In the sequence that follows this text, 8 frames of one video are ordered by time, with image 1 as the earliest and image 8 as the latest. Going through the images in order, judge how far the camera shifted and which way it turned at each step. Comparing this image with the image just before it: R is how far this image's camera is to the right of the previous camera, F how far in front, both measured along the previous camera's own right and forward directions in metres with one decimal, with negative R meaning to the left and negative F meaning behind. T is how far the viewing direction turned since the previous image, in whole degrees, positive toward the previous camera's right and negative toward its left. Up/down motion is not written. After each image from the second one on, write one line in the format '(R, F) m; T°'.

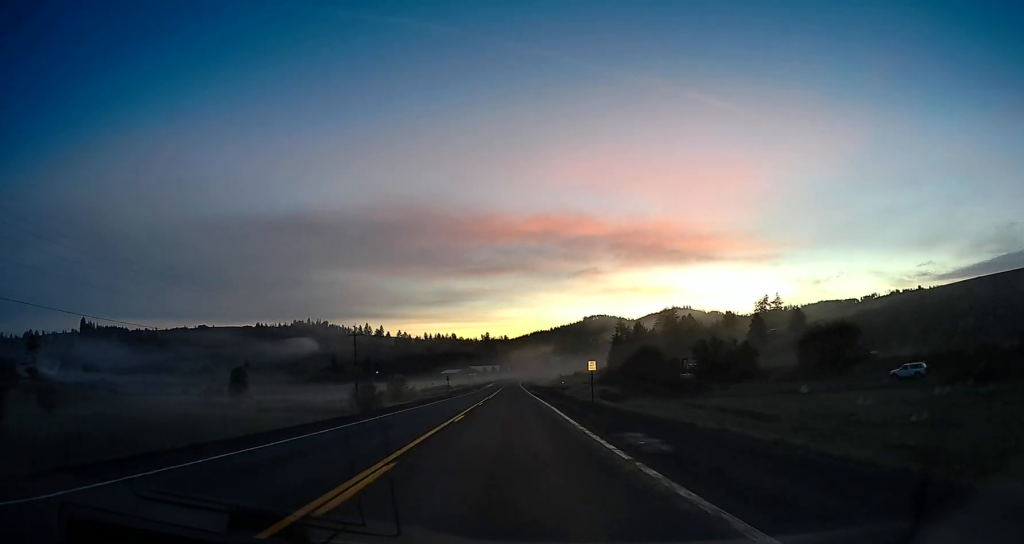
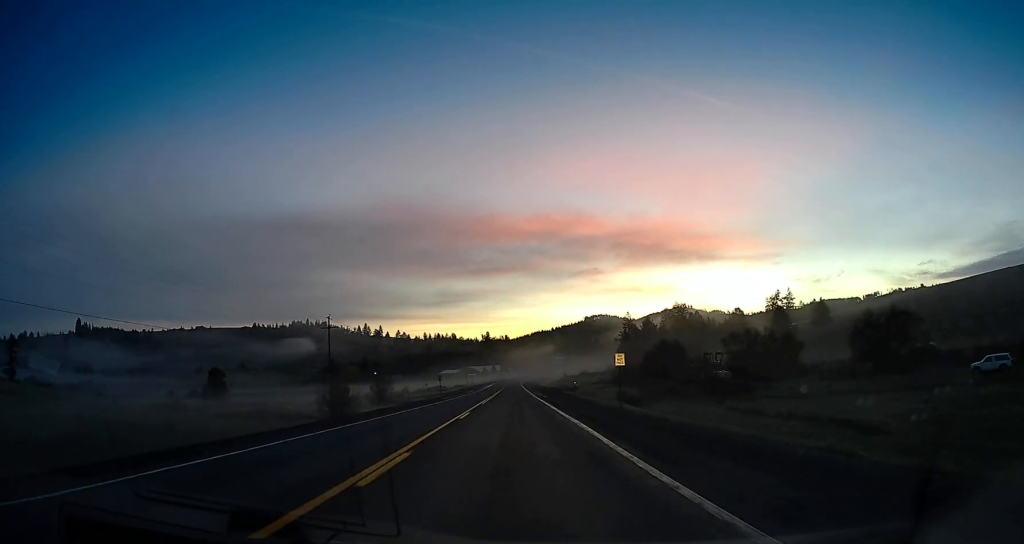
(0.0, +13.5) m; 0°
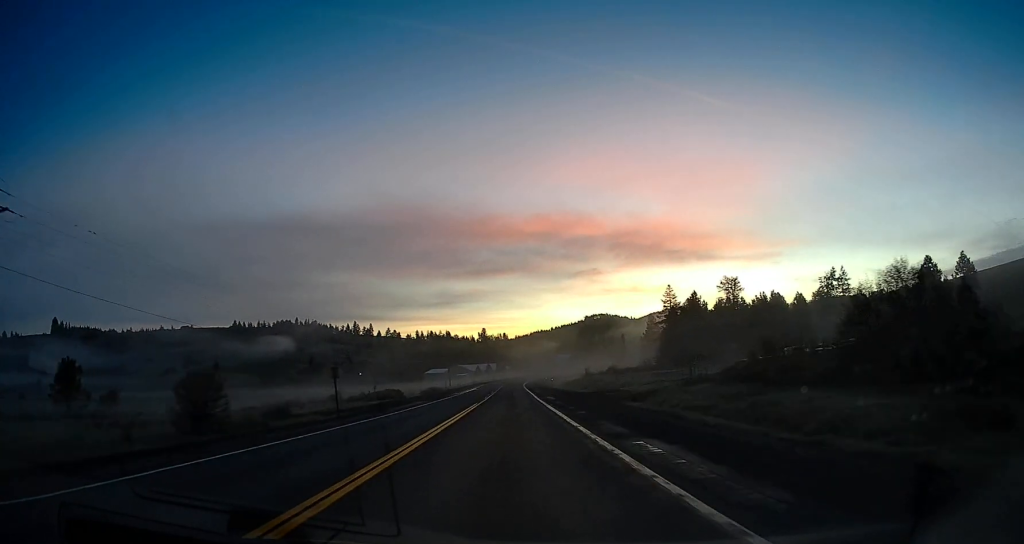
(+0.4, +56.6) m; 0°
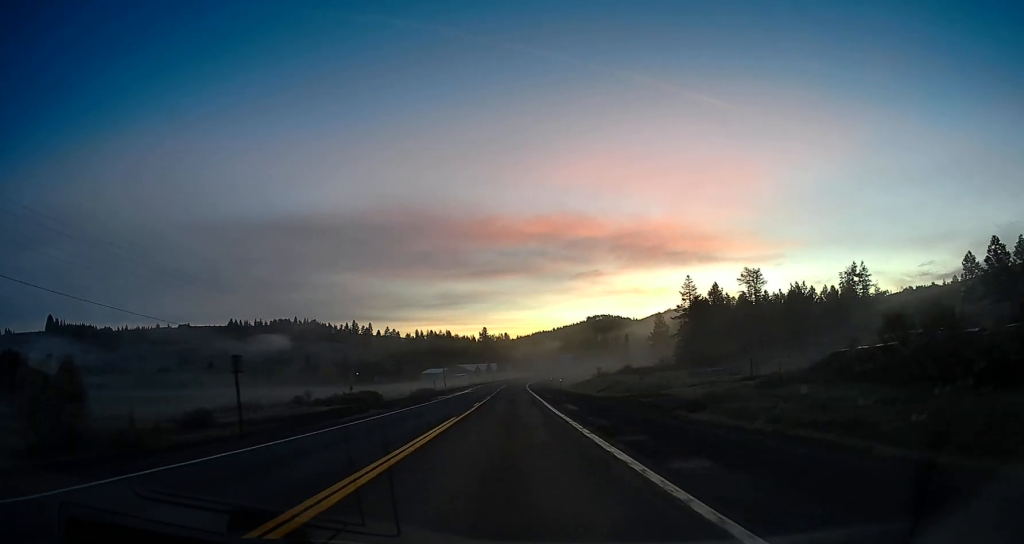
(0.0, +15.3) m; 0°
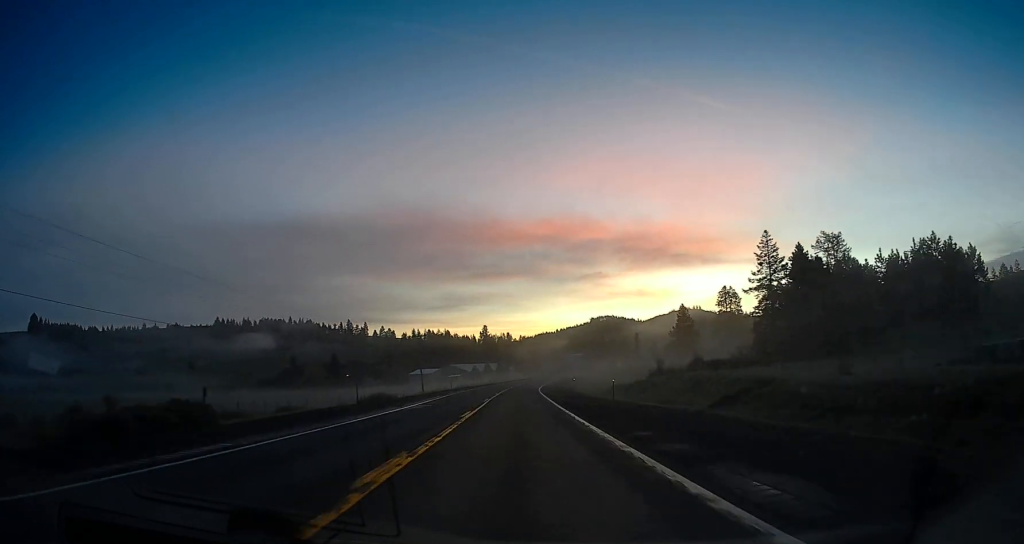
(-0.1, +42.4) m; -1°
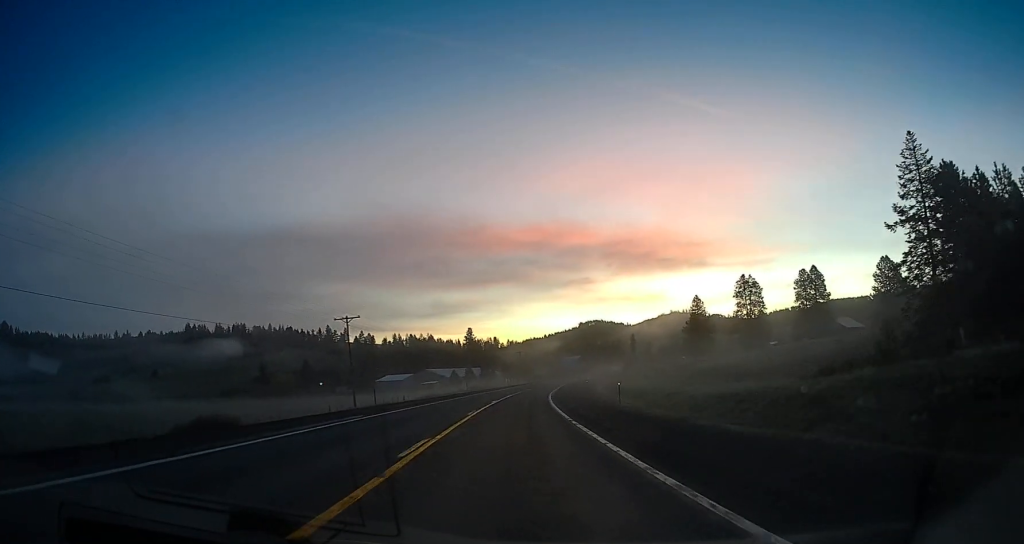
(-0.3, +42.0) m; -1°
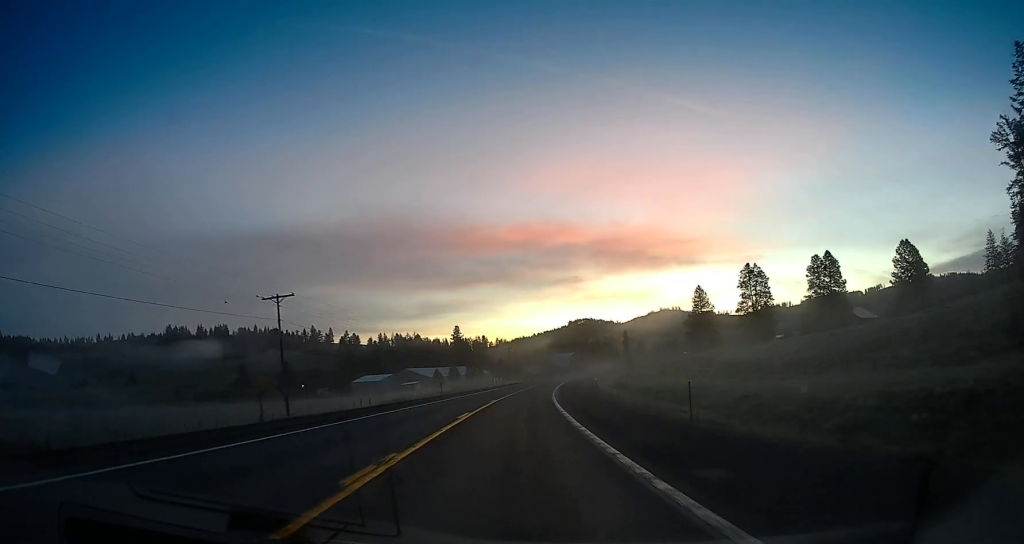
(0.0, +18.7) m; 0°
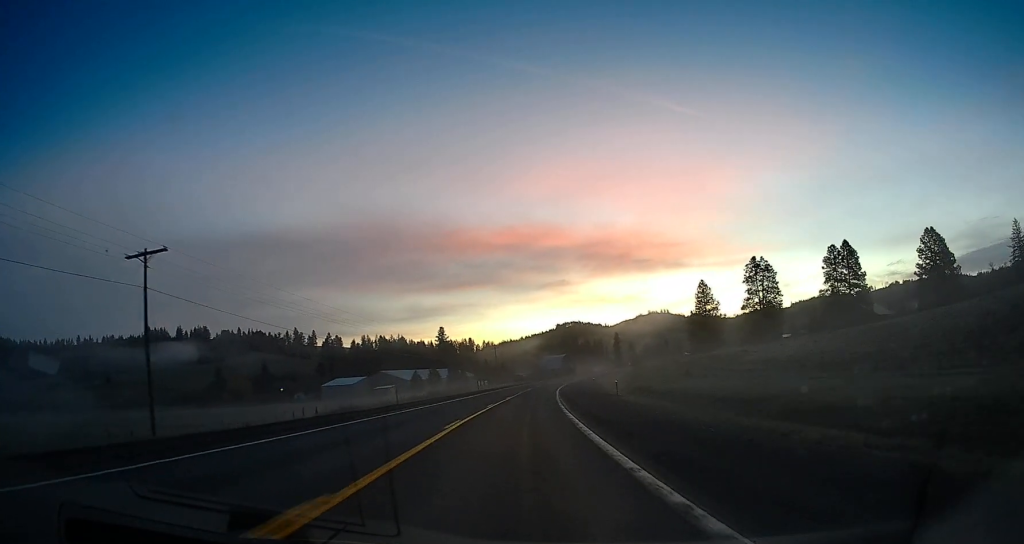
(0.0, +19.6) m; 0°
